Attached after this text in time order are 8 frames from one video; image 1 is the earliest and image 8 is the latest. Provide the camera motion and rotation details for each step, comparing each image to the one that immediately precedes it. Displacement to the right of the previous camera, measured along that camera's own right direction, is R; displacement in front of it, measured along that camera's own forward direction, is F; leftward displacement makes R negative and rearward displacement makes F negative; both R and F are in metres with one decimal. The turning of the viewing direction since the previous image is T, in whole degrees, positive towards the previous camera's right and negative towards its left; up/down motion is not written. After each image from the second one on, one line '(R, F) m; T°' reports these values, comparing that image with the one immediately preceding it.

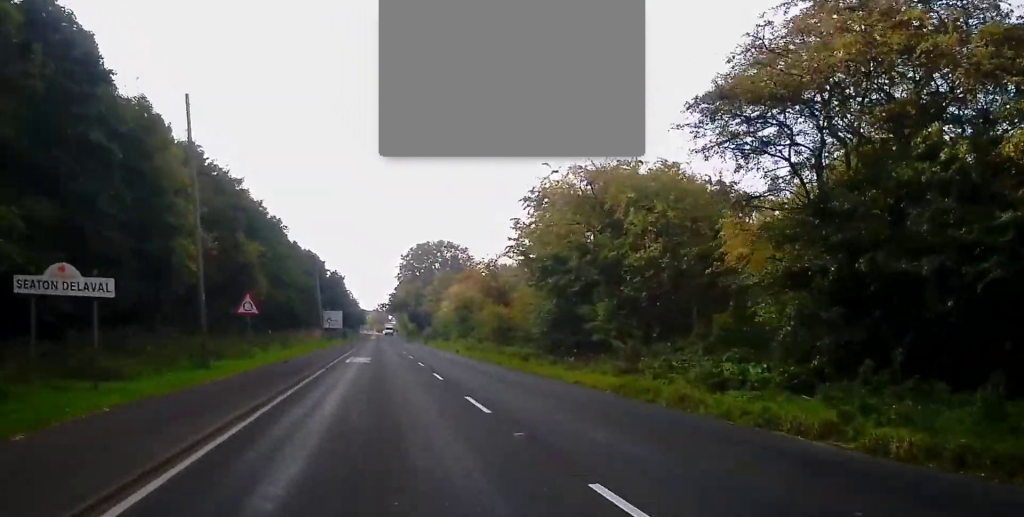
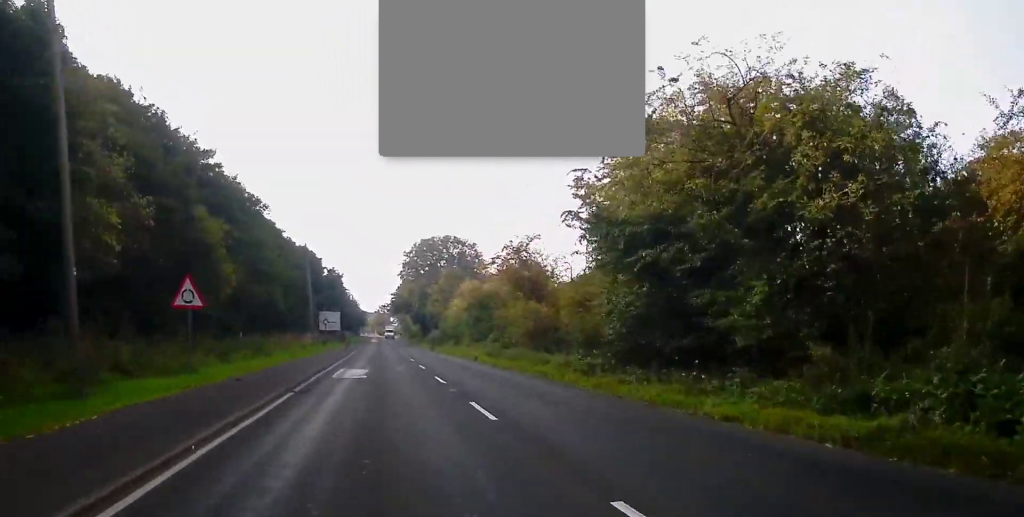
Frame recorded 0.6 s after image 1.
(+0.2, +9.8) m; 0°
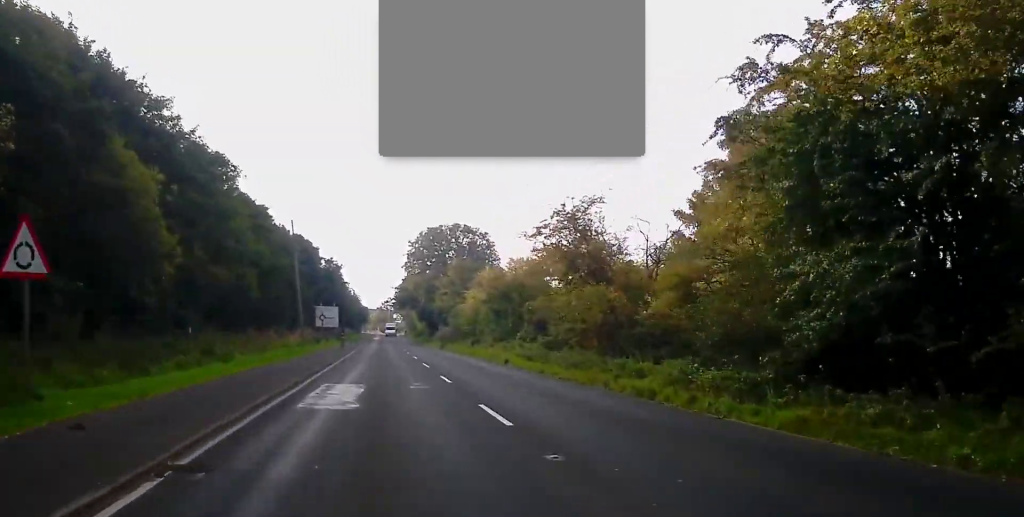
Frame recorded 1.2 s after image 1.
(-0.4, +10.2) m; 0°
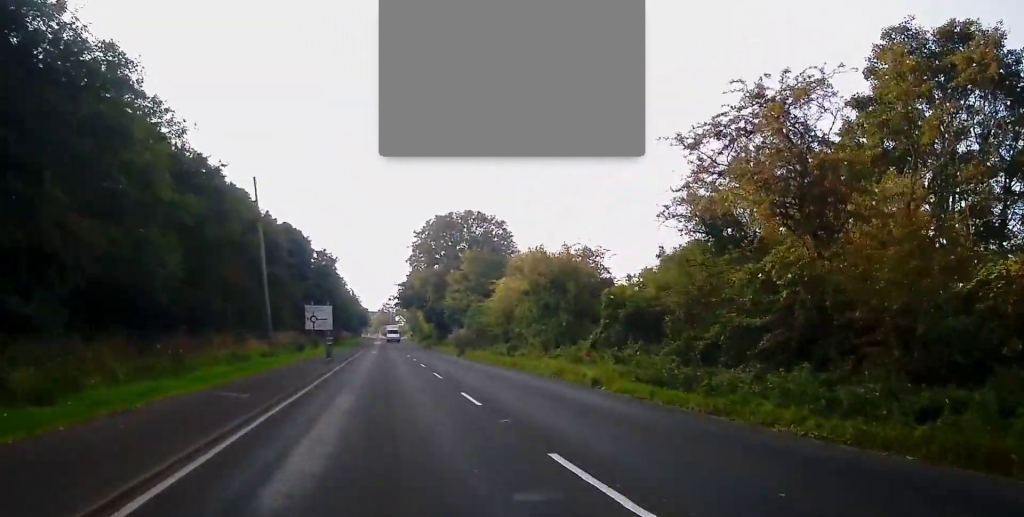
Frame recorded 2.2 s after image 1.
(+0.1, +14.5) m; +1°
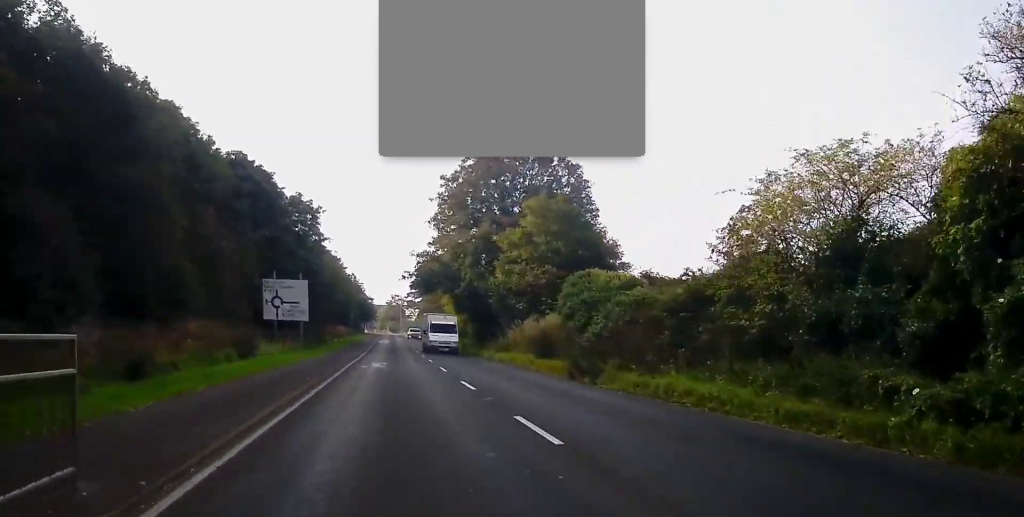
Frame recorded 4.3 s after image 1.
(+0.1, +32.4) m; -1°
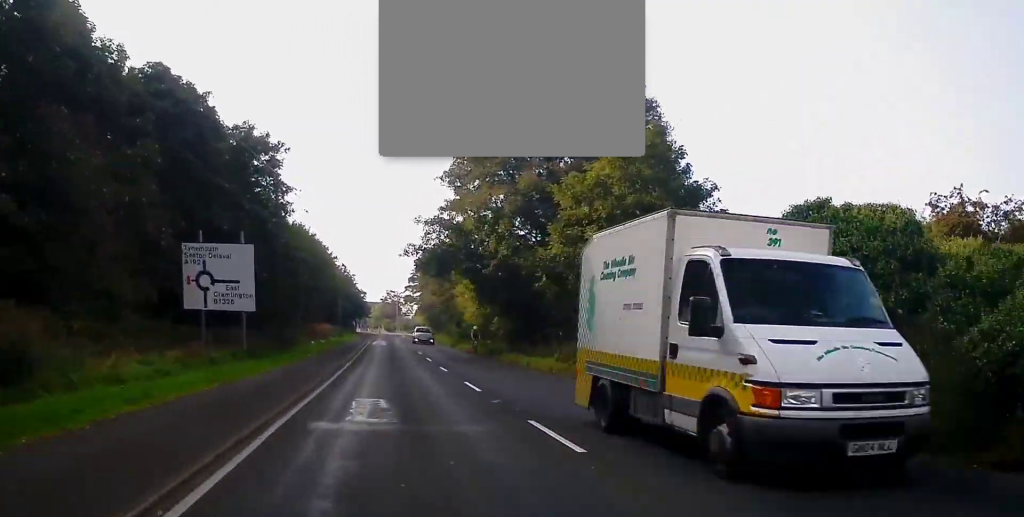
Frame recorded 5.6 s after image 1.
(-0.1, +18.6) m; -1°
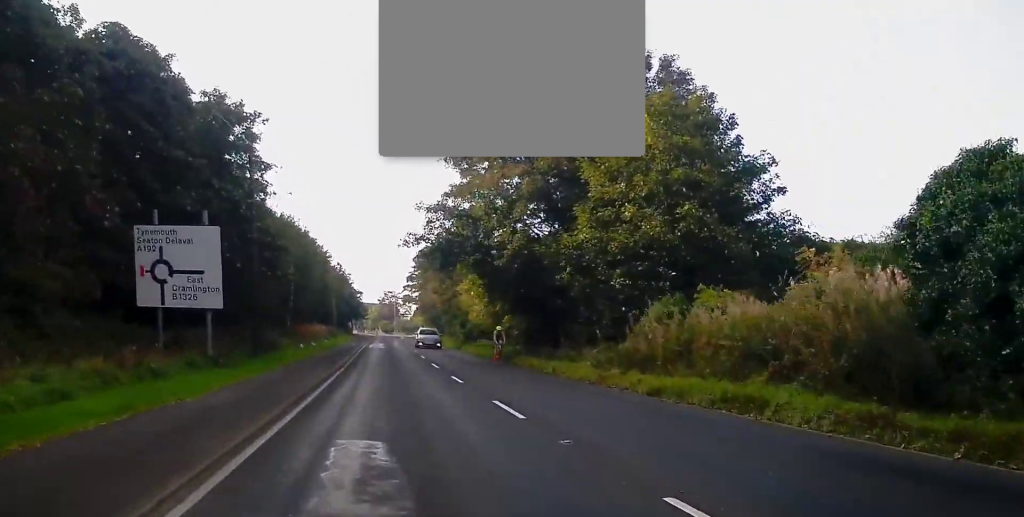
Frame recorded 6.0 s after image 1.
(0.0, +5.5) m; 0°
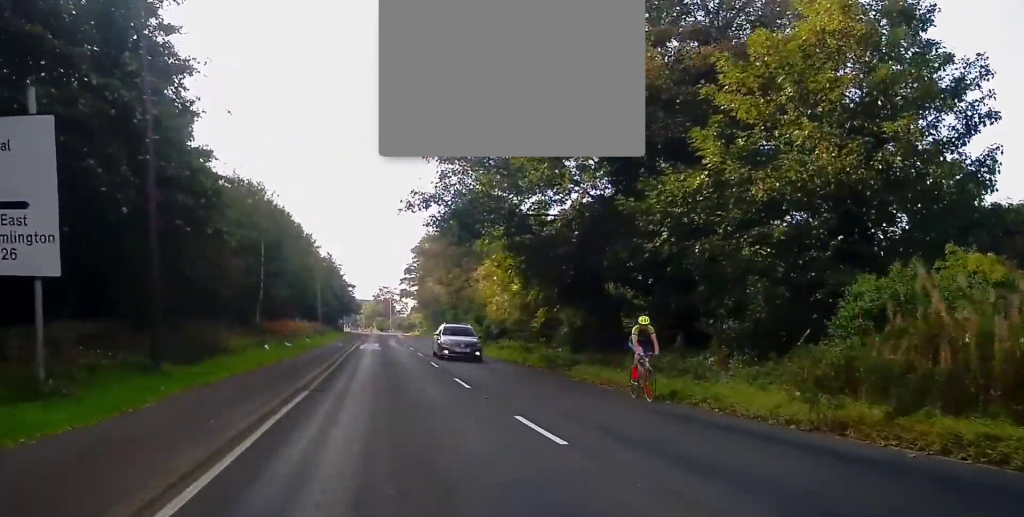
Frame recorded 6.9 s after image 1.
(0.0, +11.9) m; +1°
